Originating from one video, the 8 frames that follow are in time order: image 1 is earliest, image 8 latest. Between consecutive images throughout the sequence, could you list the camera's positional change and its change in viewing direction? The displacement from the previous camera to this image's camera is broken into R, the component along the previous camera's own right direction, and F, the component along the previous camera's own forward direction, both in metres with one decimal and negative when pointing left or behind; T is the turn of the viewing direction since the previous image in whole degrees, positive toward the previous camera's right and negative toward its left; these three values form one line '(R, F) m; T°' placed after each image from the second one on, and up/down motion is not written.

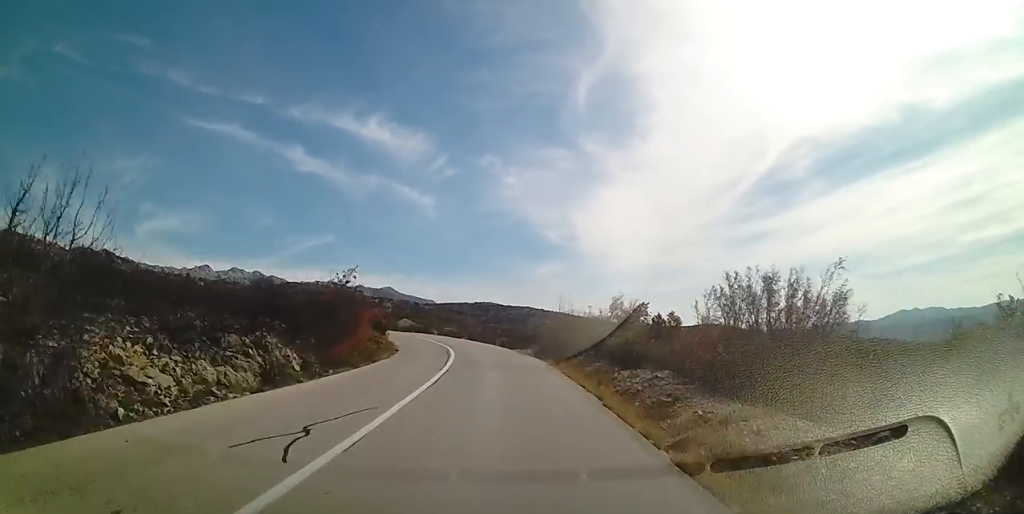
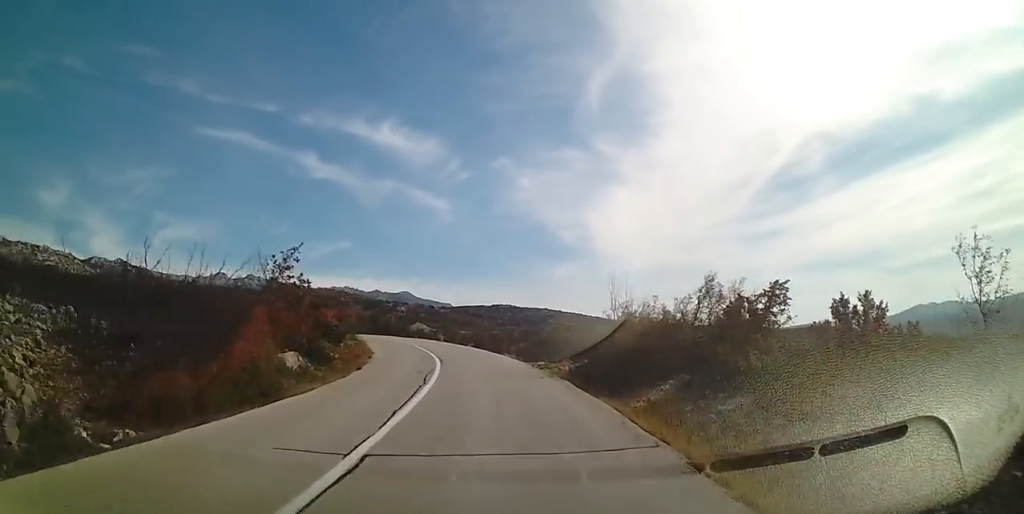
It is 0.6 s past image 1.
(+0.2, +10.0) m; -2°
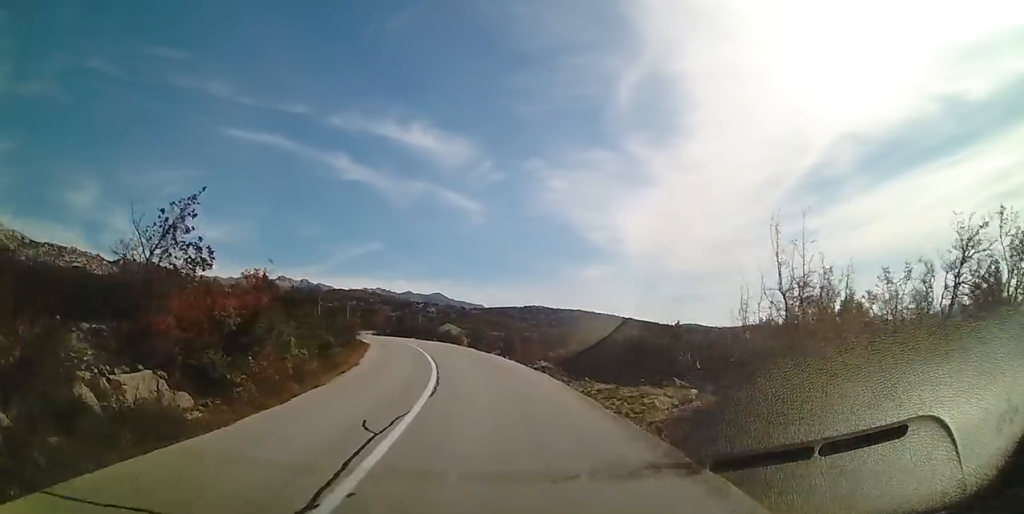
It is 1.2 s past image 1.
(-0.6, +8.3) m; -5°
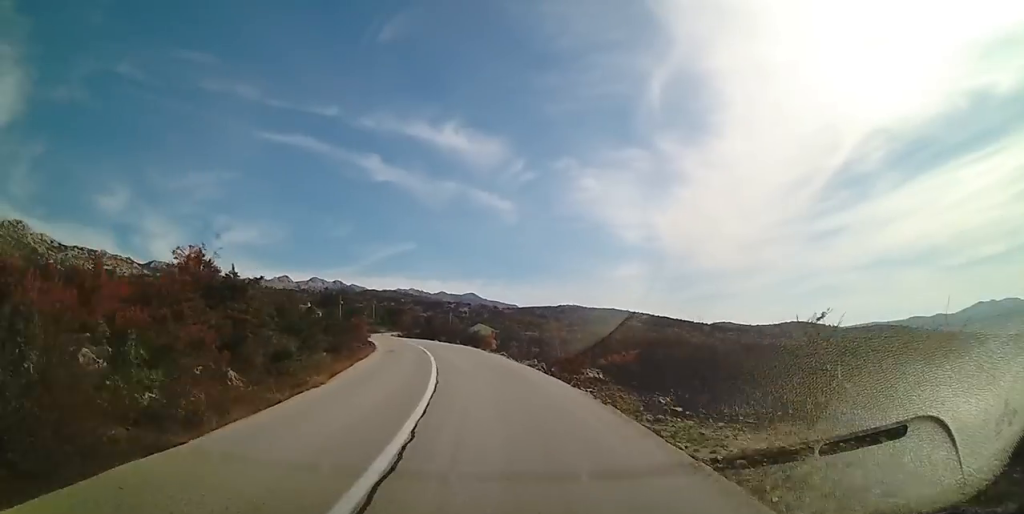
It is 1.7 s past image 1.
(-0.1, +7.3) m; -4°
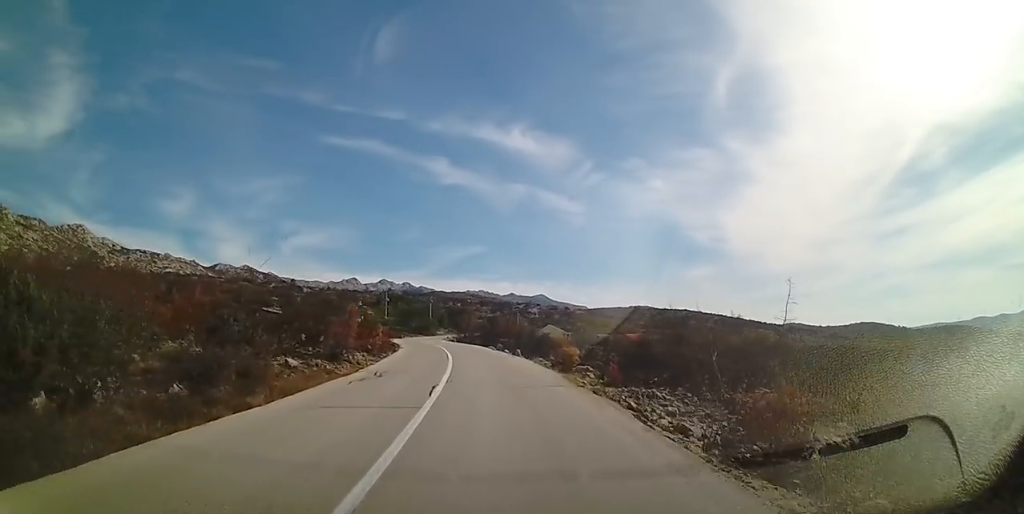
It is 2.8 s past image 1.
(-1.1, +15.6) m; -5°
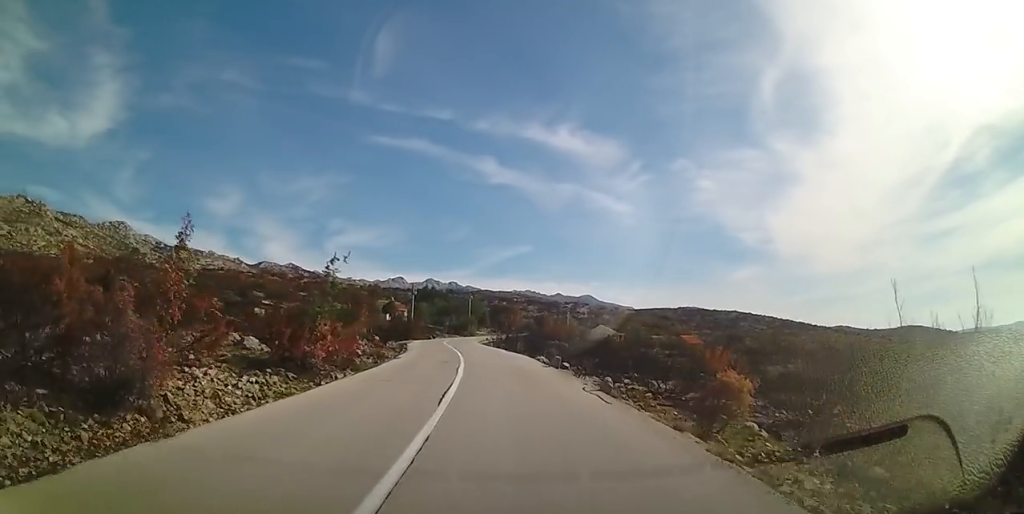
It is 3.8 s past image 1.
(-0.3, +14.8) m; -6°
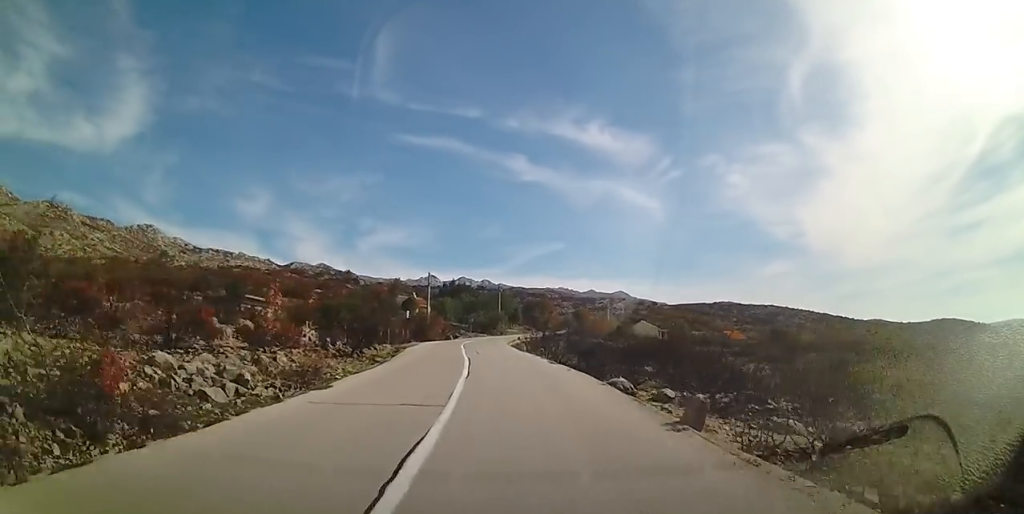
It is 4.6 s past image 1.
(-1.1, +12.6) m; -5°
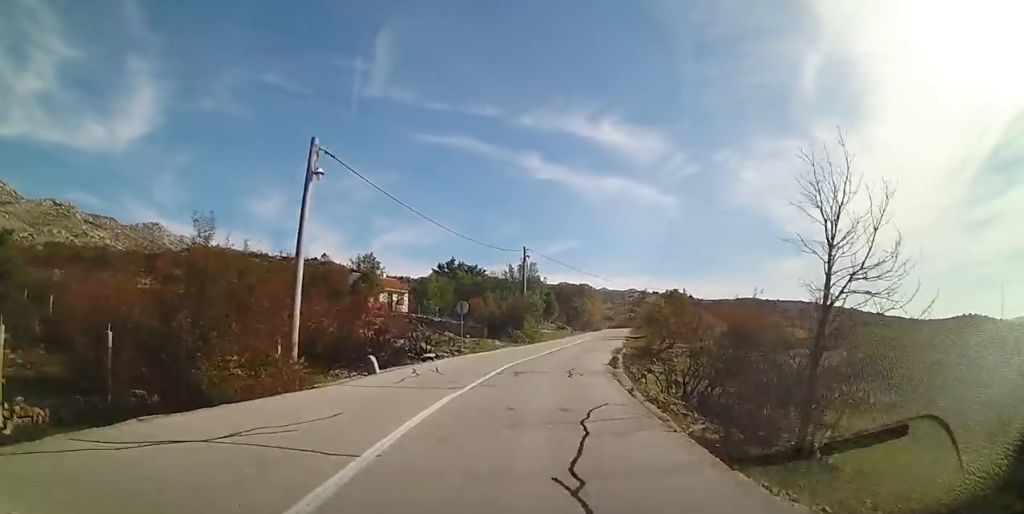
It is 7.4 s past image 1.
(-1.1, +44.2) m; +3°
